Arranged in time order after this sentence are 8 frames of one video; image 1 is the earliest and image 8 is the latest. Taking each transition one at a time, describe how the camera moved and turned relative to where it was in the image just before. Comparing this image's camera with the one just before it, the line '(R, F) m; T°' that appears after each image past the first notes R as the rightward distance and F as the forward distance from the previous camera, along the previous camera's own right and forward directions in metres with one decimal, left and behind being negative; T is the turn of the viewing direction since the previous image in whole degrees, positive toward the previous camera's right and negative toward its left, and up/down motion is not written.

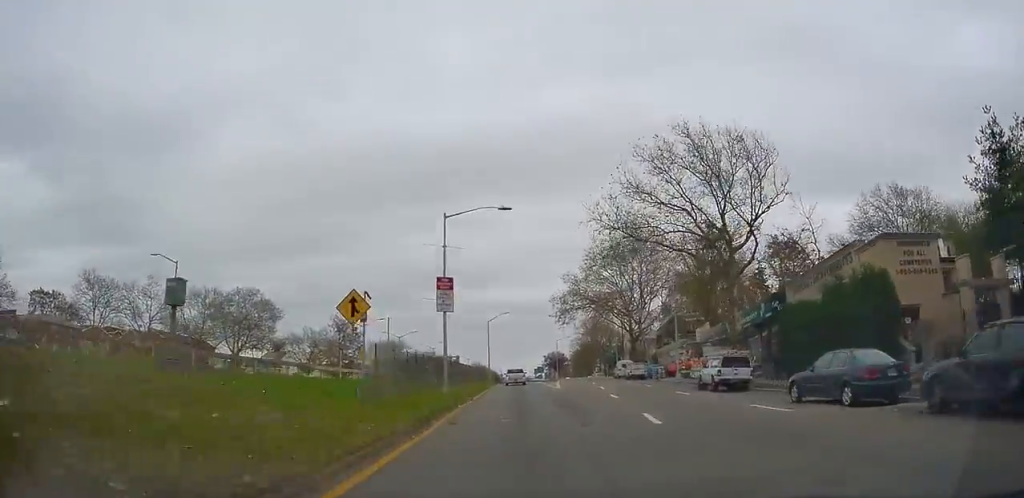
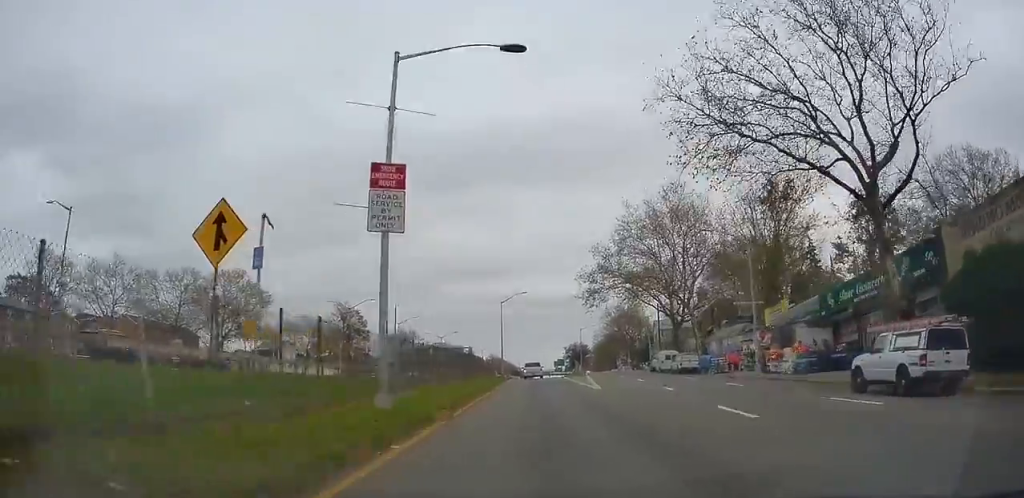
(+0.1, +13.1) m; -2°
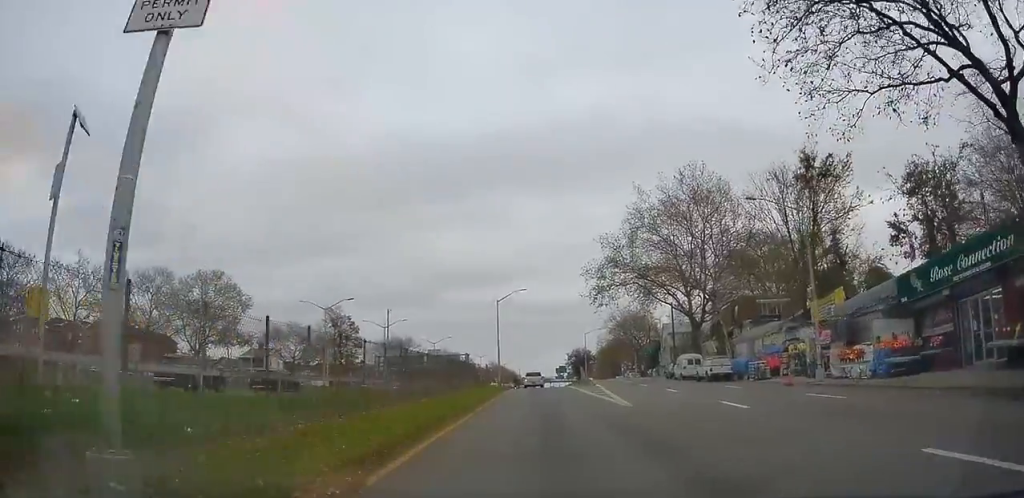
(-0.3, +7.9) m; -3°
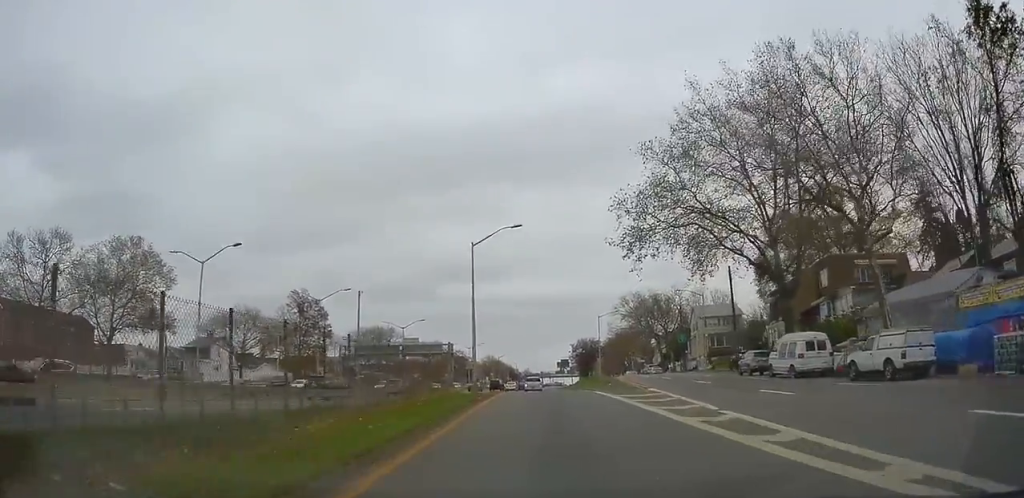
(-0.1, +23.2) m; 0°
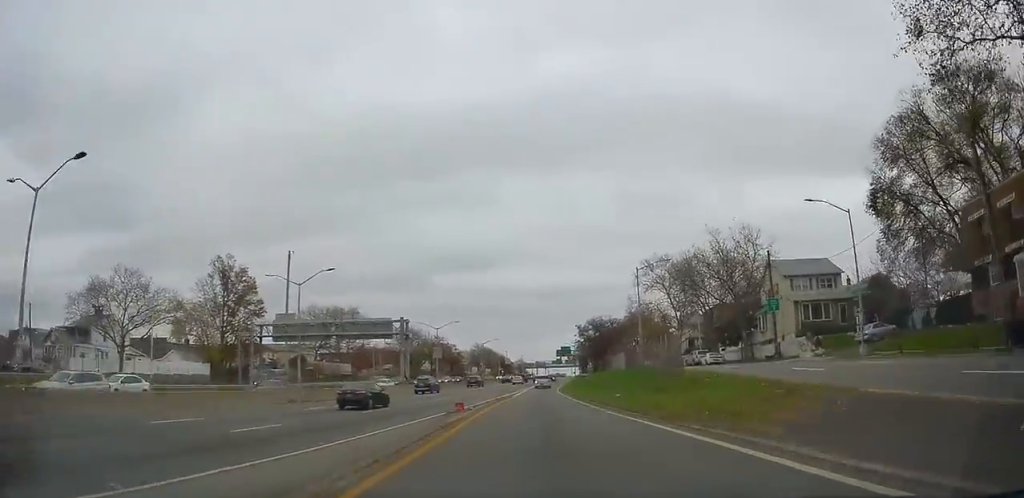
(-1.0, +33.8) m; -2°
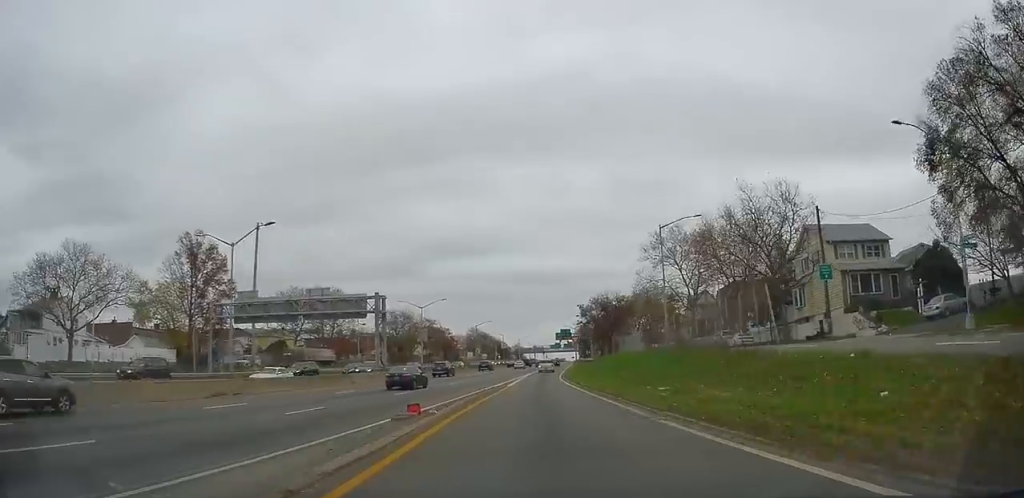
(+0.3, +9.7) m; +1°
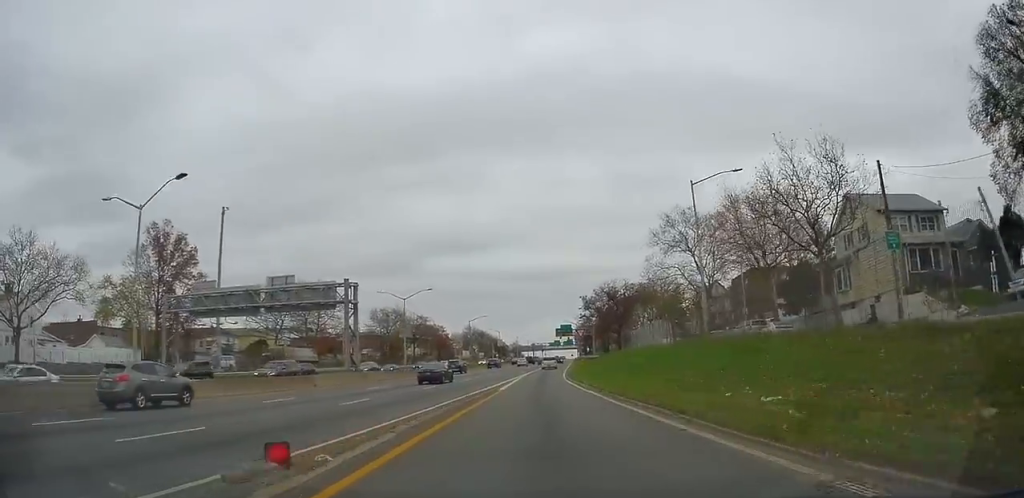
(+0.1, +8.5) m; 0°
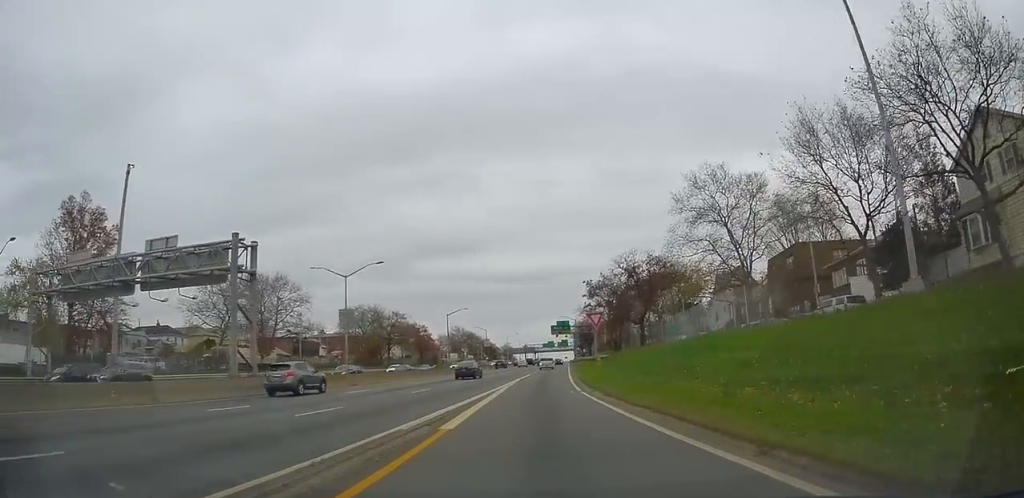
(-0.2, +16.5) m; -1°
